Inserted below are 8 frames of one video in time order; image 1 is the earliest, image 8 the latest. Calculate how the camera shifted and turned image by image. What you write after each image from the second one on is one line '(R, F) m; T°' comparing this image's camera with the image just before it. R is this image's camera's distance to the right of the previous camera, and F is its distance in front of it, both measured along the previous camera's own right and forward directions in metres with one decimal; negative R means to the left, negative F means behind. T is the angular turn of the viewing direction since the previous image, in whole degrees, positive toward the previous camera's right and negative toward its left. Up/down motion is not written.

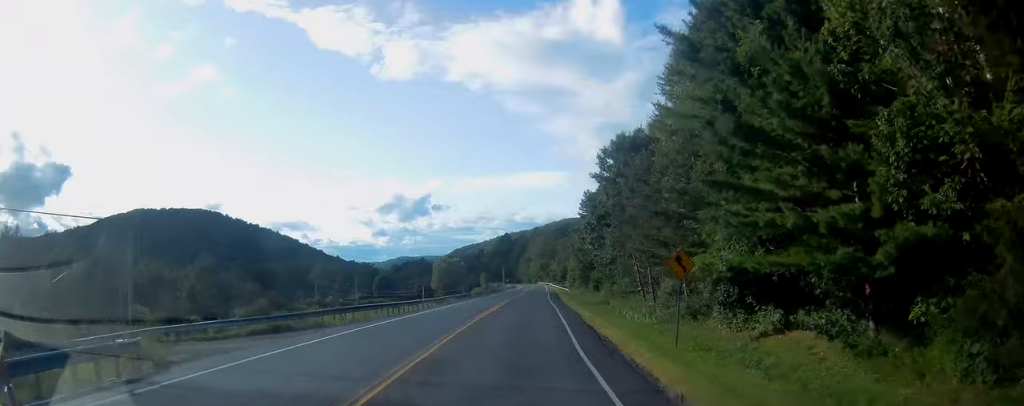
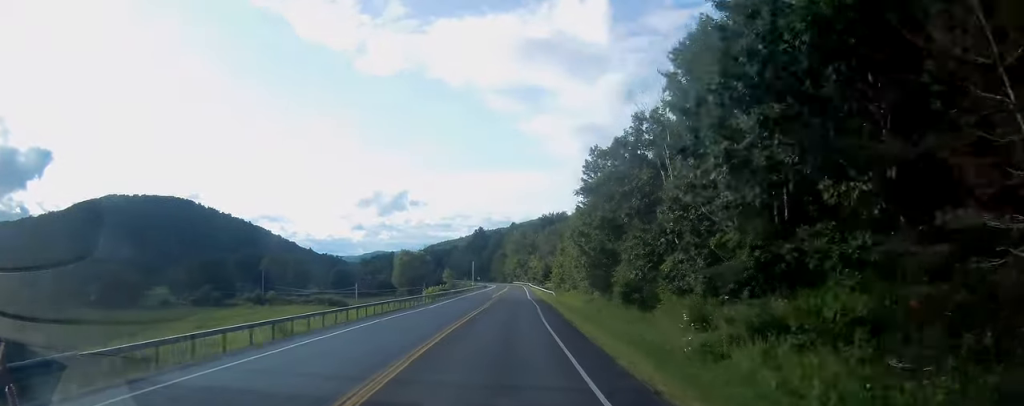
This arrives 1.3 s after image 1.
(+0.7, +34.4) m; +1°
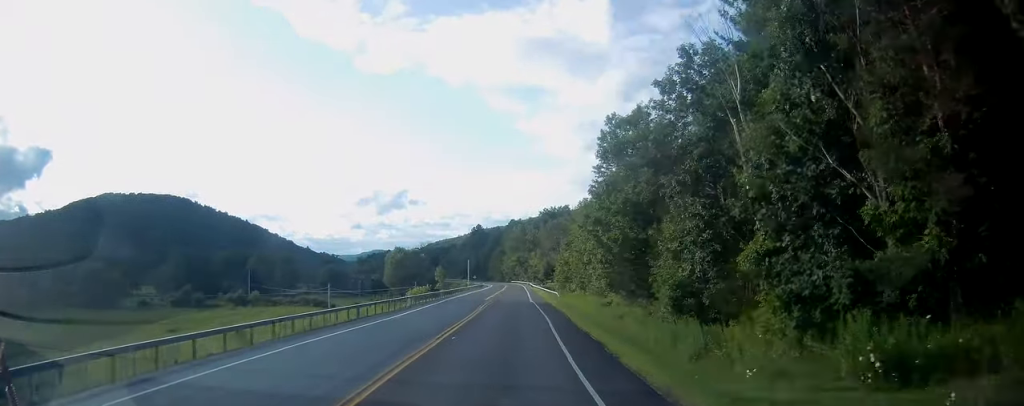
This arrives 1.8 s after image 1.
(0.0, +13.0) m; 0°
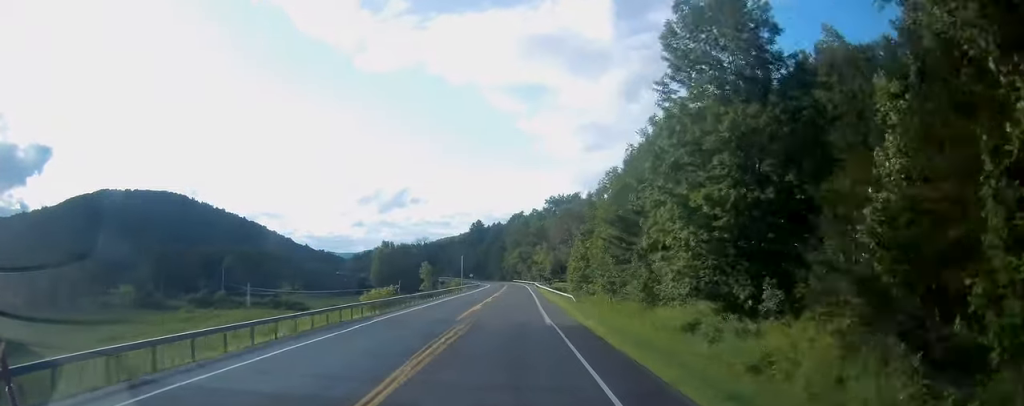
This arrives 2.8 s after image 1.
(-0.3, +24.3) m; -1°
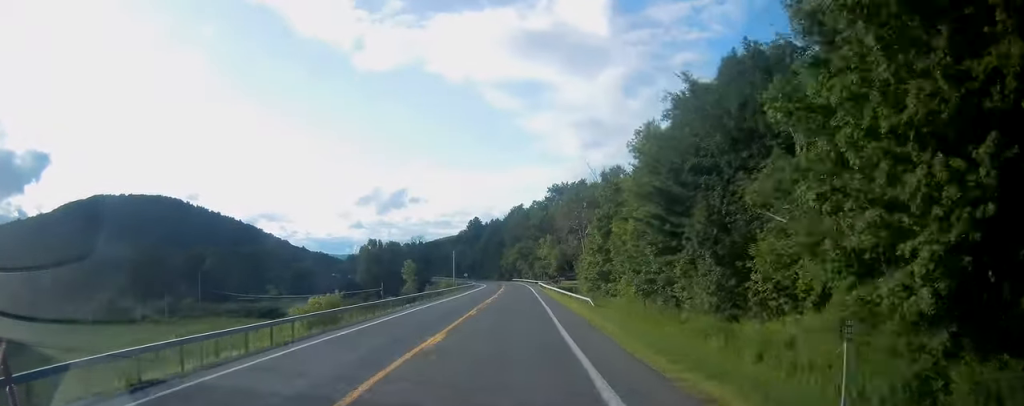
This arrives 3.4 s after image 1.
(+0.1, +17.5) m; 0°
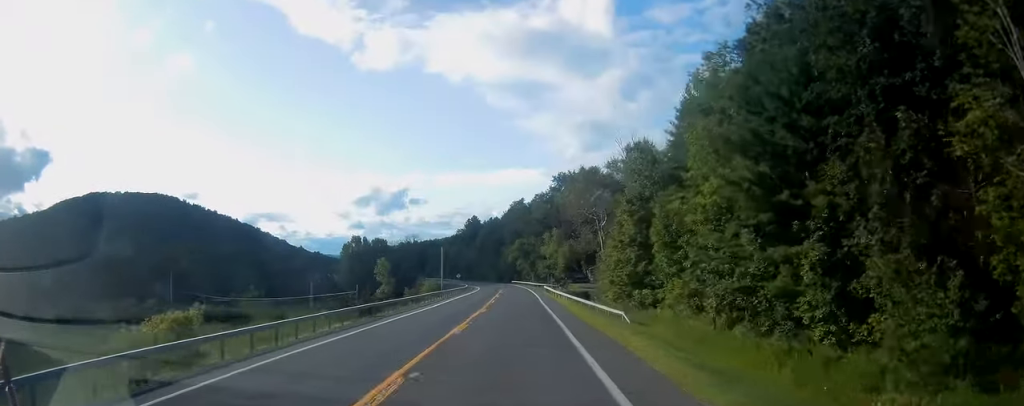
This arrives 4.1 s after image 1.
(0.0, +18.3) m; 0°
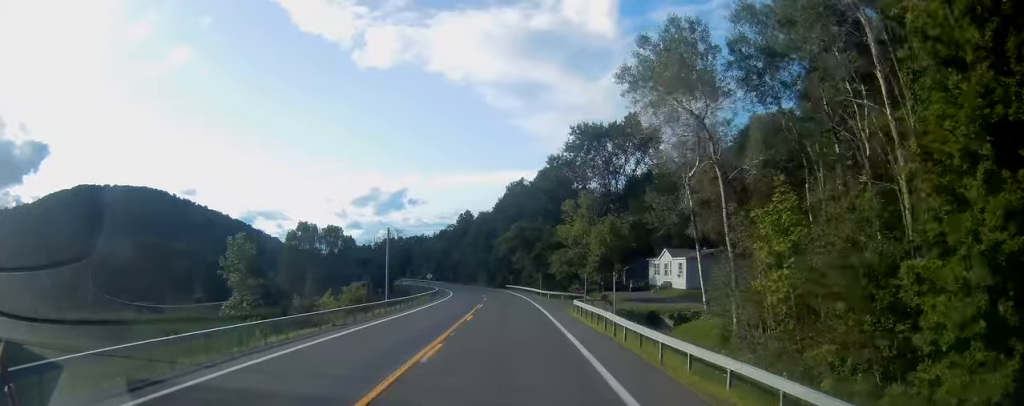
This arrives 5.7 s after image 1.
(-0.1, +41.0) m; 0°
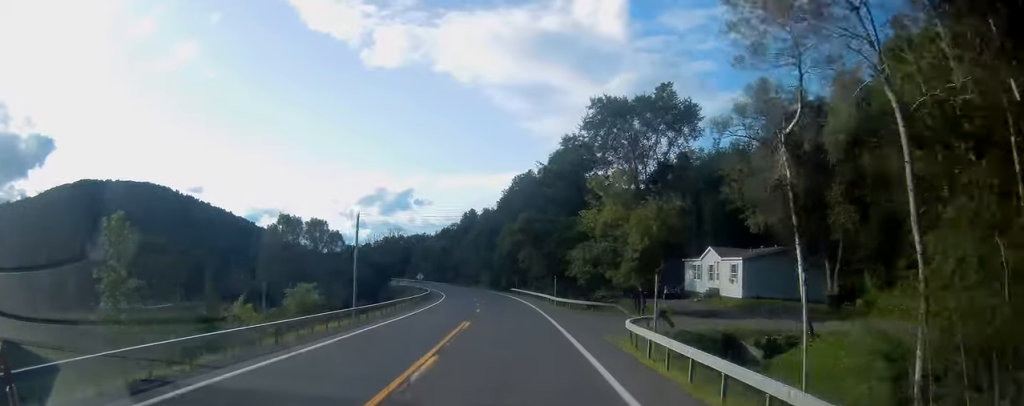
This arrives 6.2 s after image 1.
(+0.1, +13.9) m; -1°
